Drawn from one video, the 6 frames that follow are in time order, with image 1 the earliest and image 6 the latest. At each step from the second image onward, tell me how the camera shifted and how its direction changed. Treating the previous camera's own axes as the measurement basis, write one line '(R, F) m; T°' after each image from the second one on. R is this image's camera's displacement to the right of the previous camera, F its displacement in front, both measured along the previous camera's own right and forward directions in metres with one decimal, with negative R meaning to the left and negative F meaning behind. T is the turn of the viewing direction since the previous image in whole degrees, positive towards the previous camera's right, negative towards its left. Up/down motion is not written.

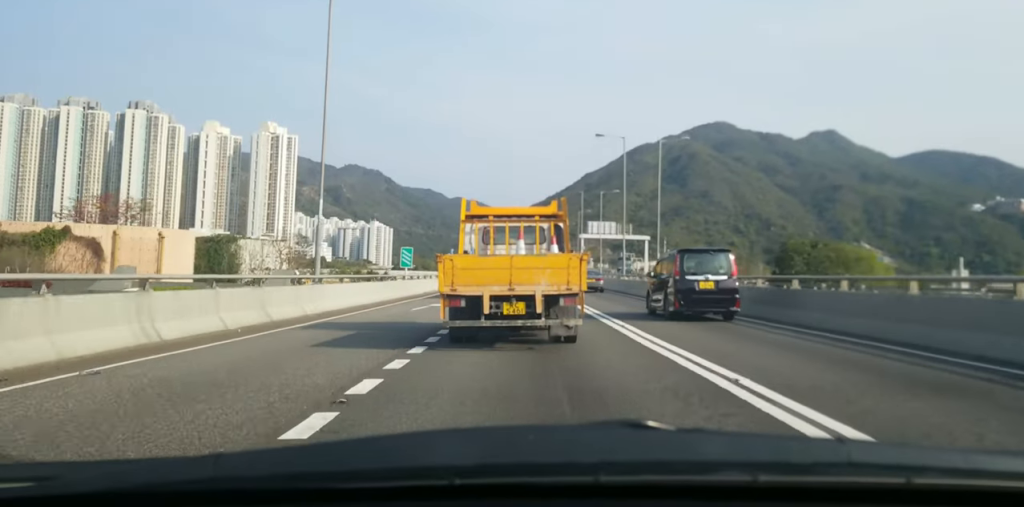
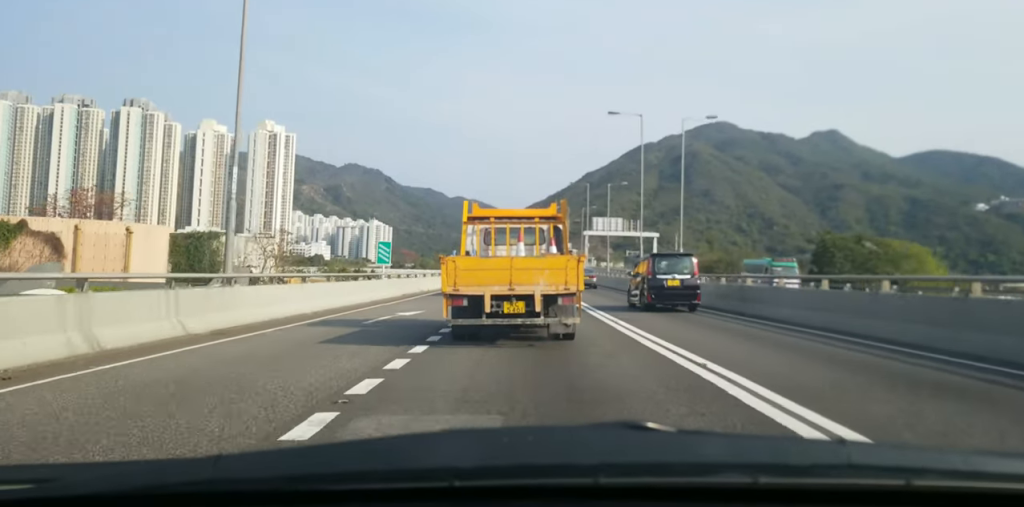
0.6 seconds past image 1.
(-0.2, +8.7) m; 0°
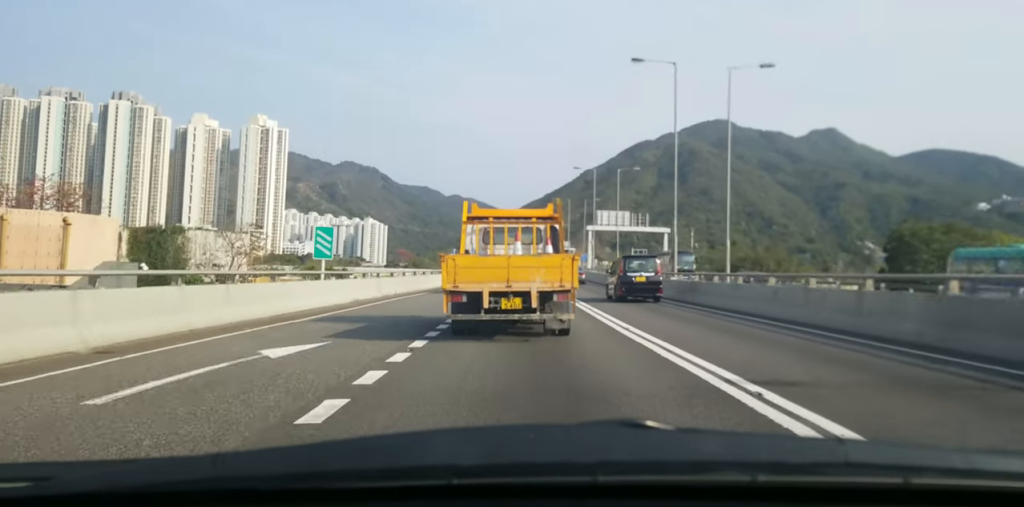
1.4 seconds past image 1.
(0.0, +11.1) m; +1°
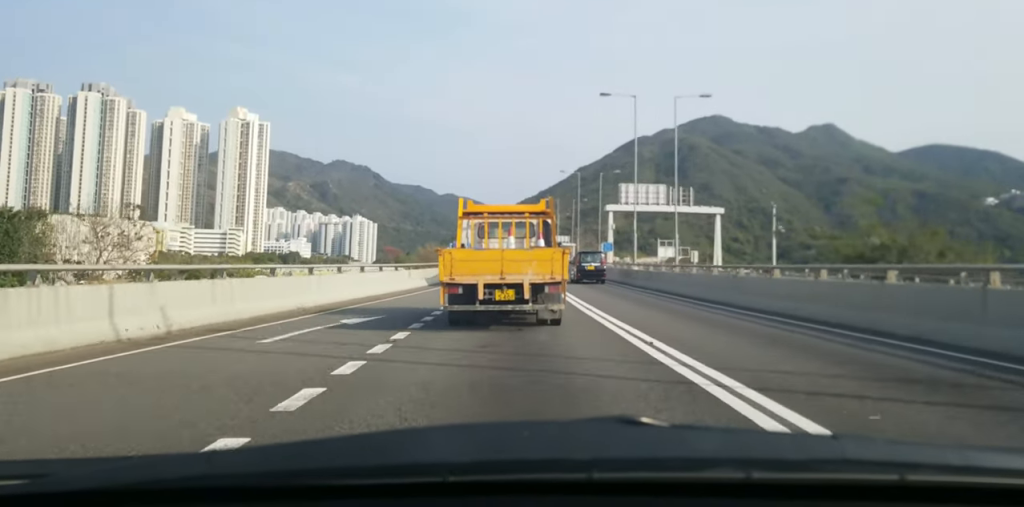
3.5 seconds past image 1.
(+0.5, +31.8) m; +1°
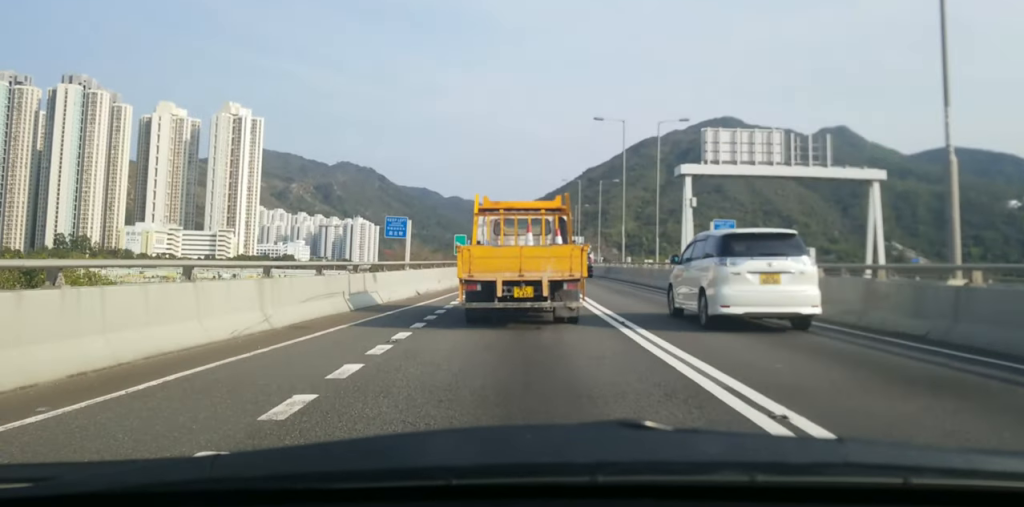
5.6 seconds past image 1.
(0.0, +32.2) m; 0°
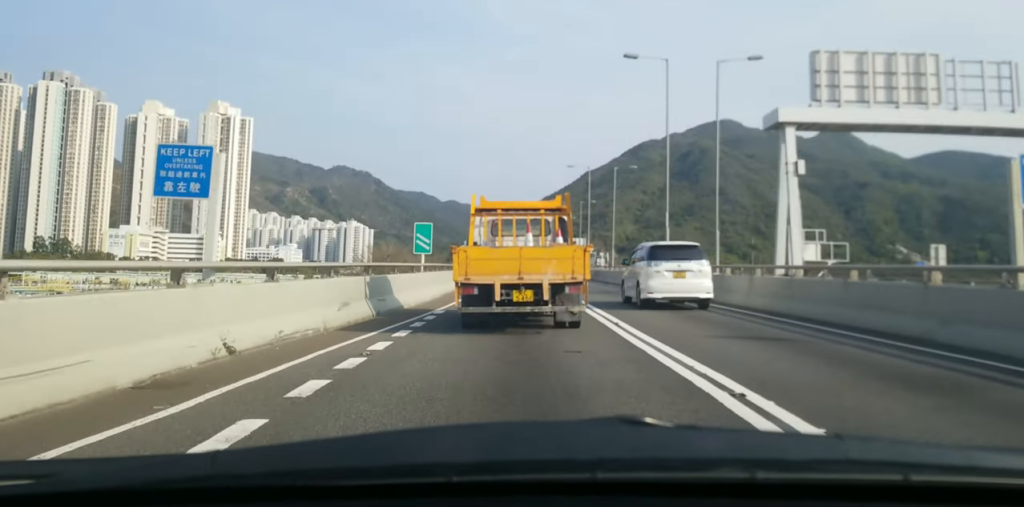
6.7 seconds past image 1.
(0.0, +16.9) m; 0°
